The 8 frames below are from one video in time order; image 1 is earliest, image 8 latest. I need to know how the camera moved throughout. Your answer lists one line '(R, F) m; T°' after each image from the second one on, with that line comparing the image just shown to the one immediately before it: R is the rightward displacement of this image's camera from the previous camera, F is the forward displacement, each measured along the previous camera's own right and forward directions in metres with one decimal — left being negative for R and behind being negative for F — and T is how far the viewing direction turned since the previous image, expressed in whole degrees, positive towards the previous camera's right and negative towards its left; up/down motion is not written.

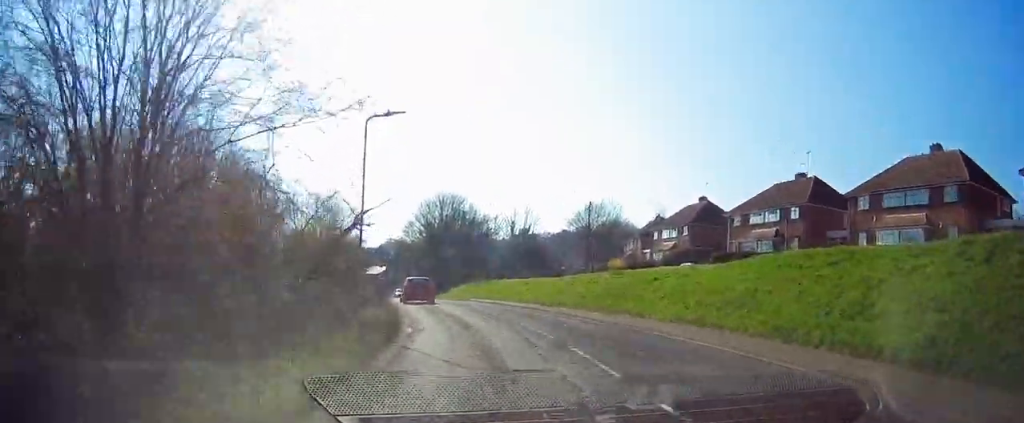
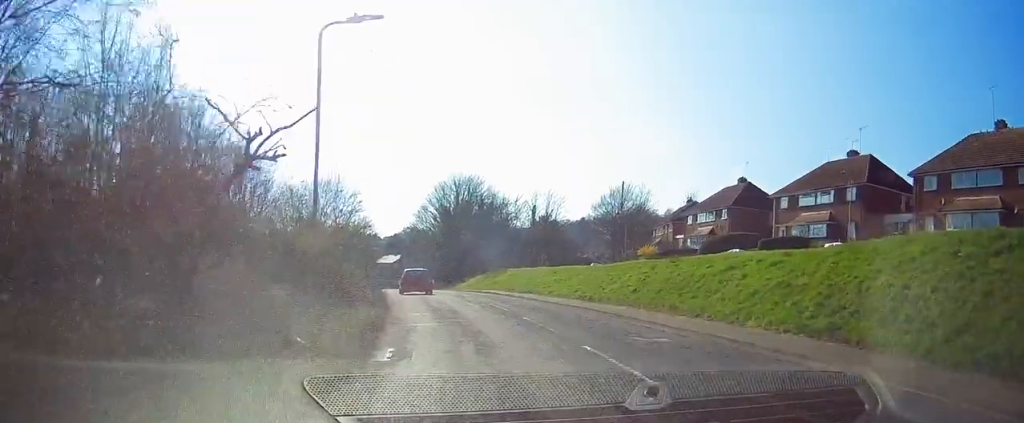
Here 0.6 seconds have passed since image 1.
(0.0, +6.7) m; -2°
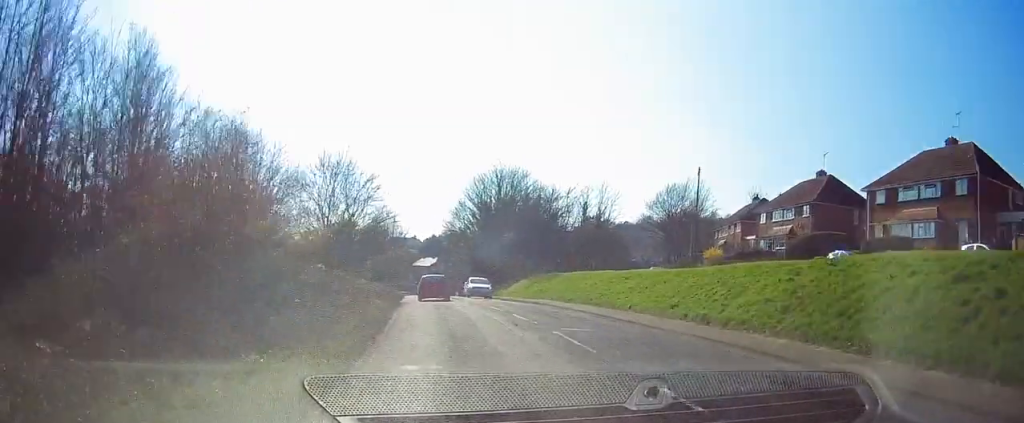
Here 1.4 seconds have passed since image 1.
(-0.3, +10.1) m; -5°
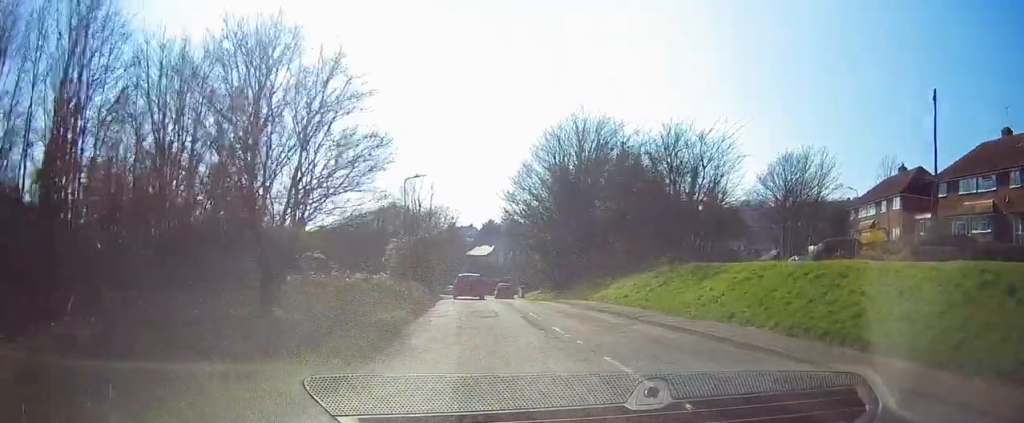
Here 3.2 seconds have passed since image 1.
(-0.6, +22.5) m; -3°
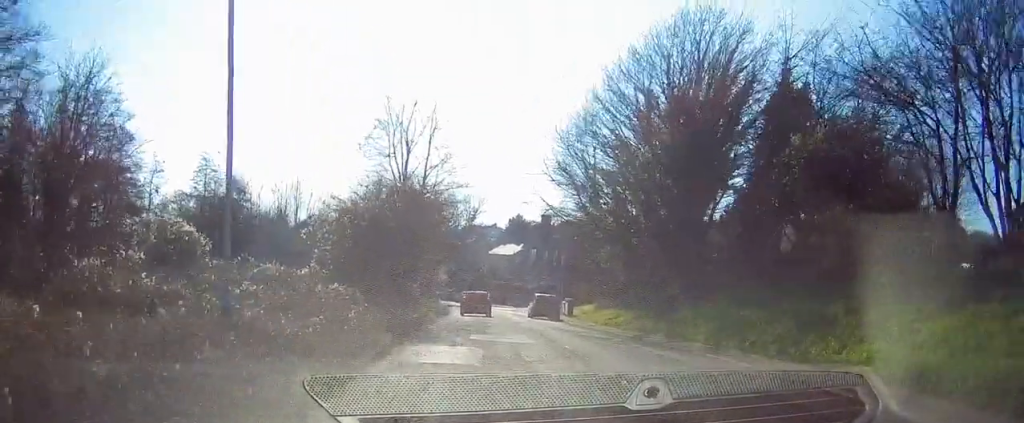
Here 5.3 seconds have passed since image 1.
(-0.8, +24.7) m; -1°
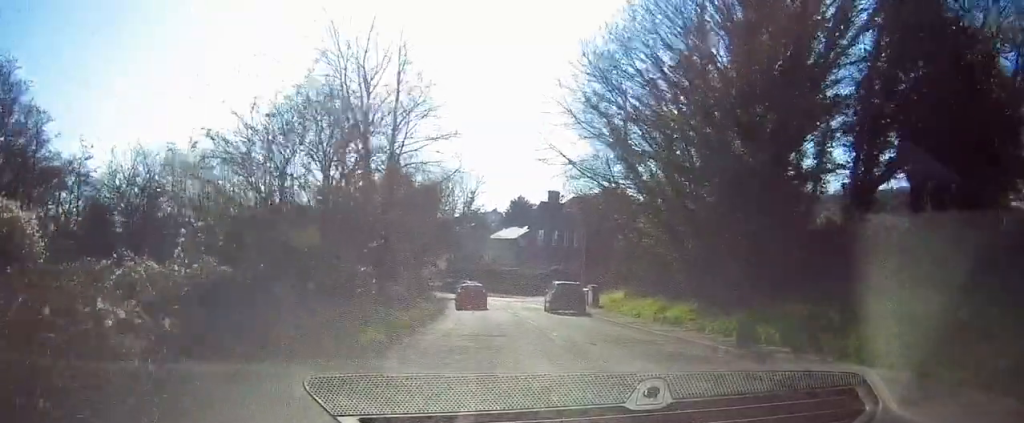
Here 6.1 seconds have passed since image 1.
(-0.1, +9.3) m; -2°
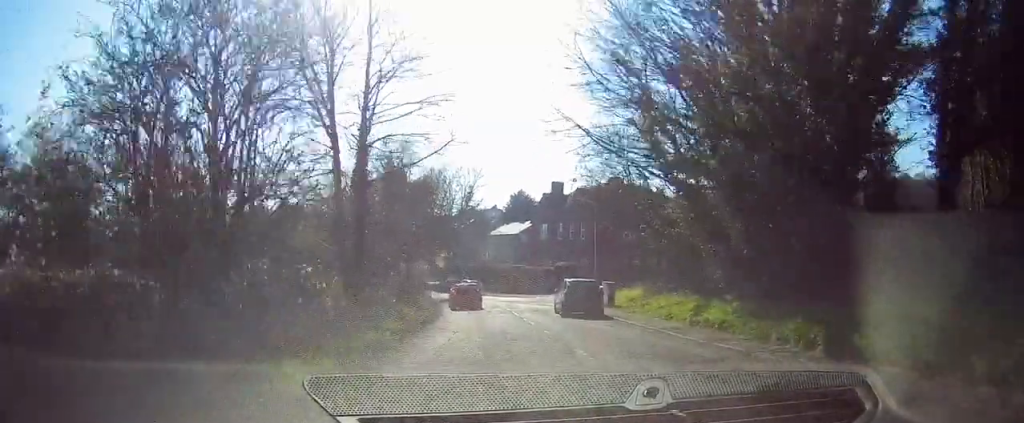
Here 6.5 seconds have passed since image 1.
(-0.1, +4.6) m; -1°
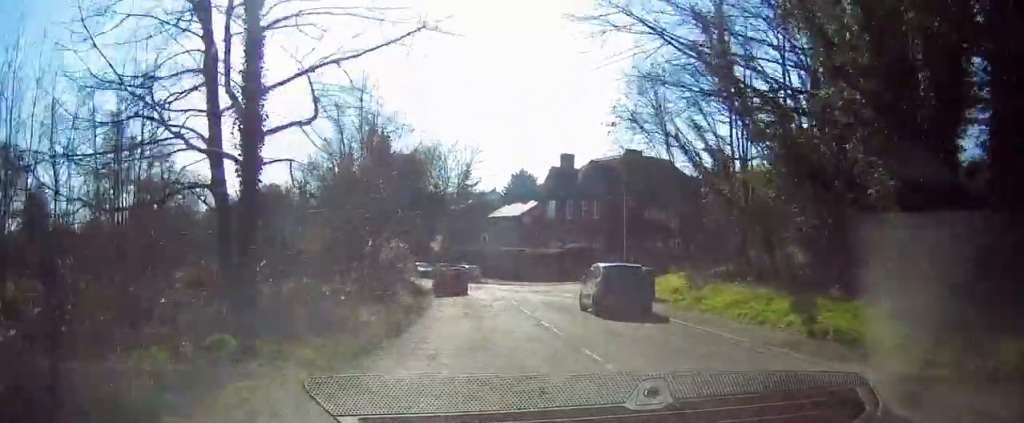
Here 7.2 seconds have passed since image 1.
(-0.3, +8.3) m; -1°
